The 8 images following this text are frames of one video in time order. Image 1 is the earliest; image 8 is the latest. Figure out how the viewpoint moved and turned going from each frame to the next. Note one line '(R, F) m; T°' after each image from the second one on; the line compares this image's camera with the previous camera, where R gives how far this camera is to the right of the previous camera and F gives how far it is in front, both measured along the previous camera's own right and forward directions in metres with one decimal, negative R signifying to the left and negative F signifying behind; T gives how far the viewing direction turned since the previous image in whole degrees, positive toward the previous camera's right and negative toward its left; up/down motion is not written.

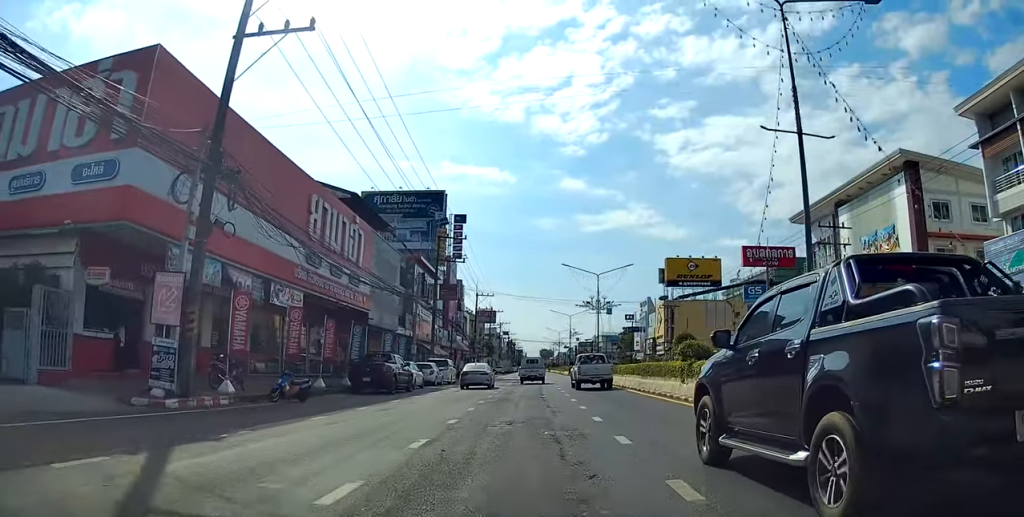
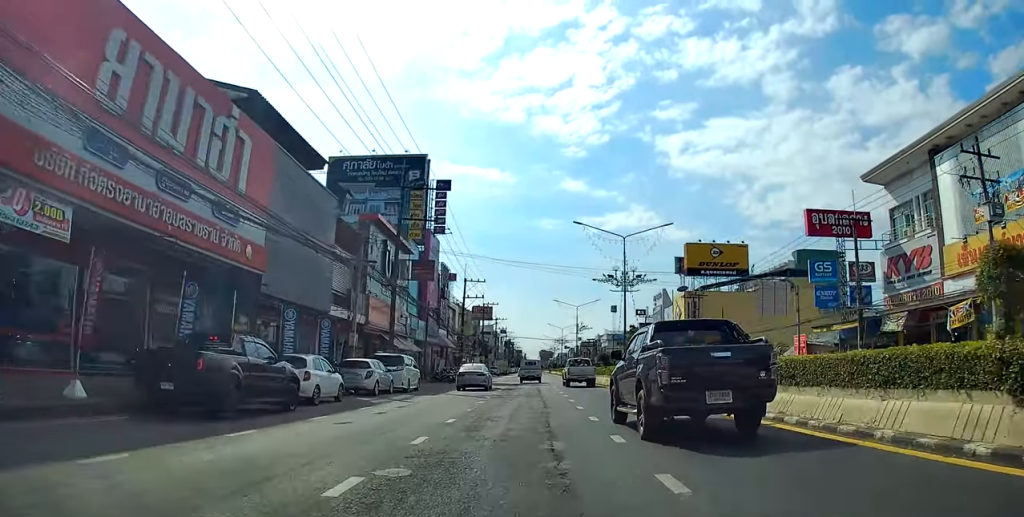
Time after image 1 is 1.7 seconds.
(-0.7, +16.5) m; -2°
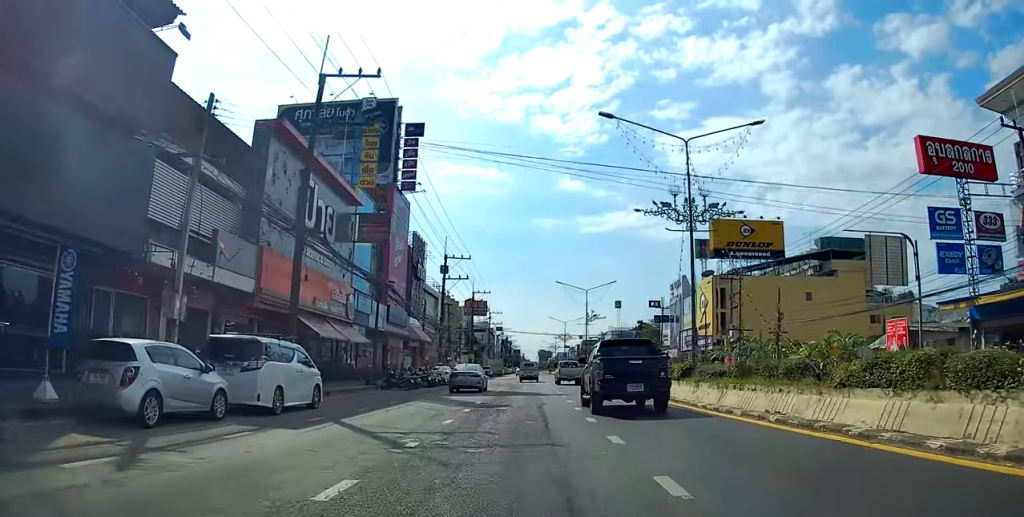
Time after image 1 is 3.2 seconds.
(-0.3, +15.9) m; 0°
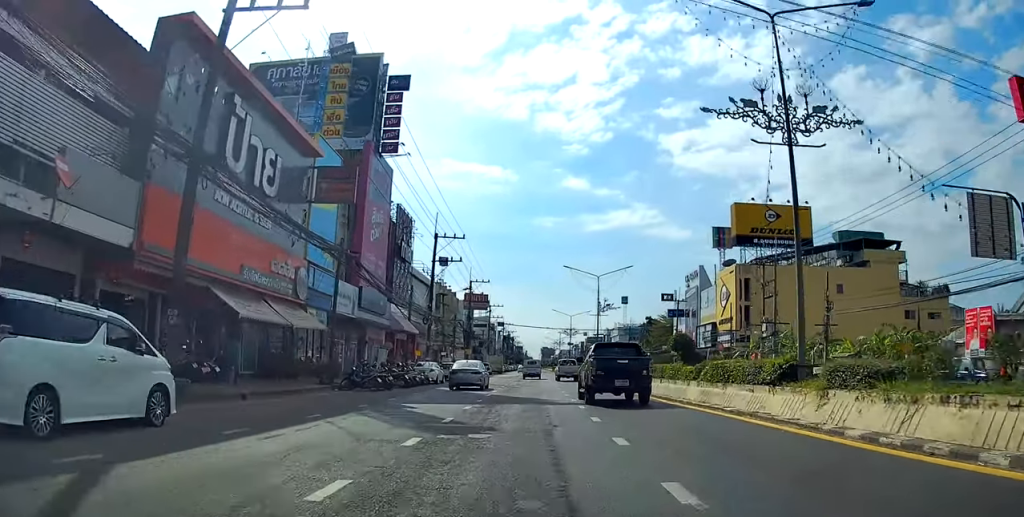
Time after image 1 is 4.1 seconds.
(+0.6, +8.4) m; 0°
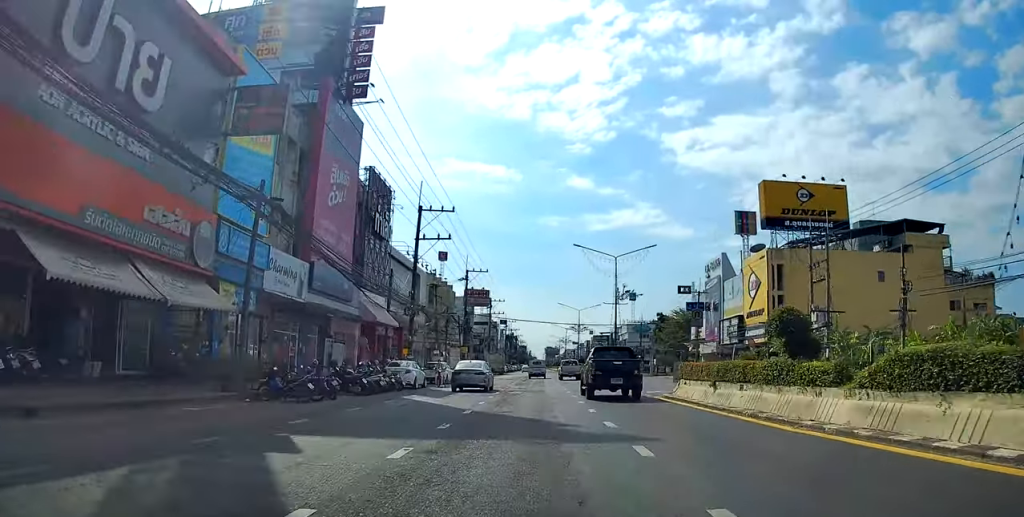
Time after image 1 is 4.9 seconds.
(-0.3, +9.1) m; 0°
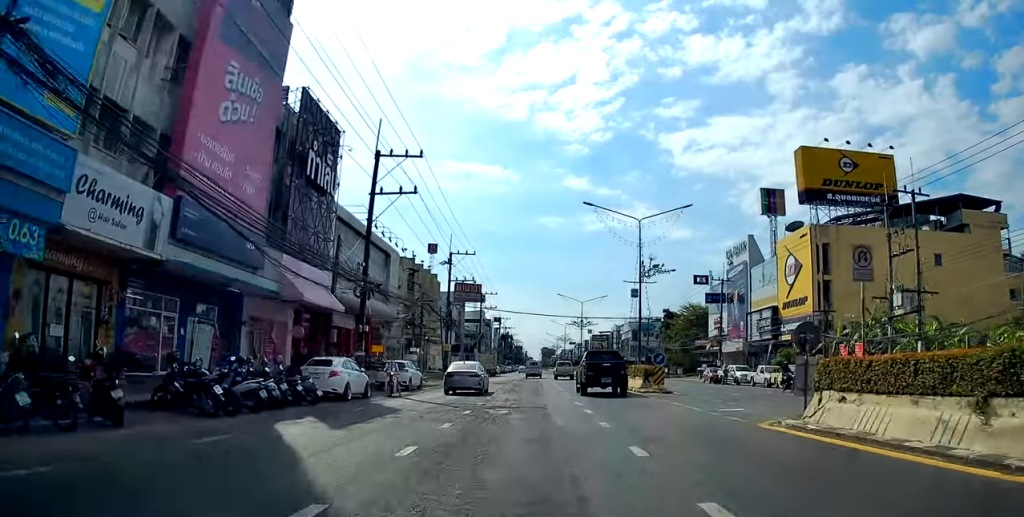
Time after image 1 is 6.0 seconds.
(+0.3, +10.8) m; +3°
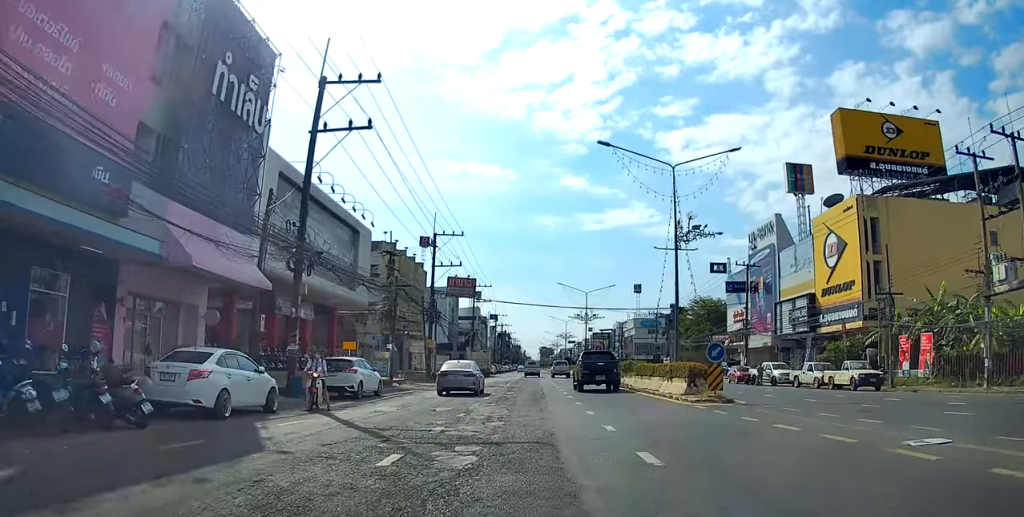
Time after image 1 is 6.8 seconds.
(+0.1, +8.6) m; 0°
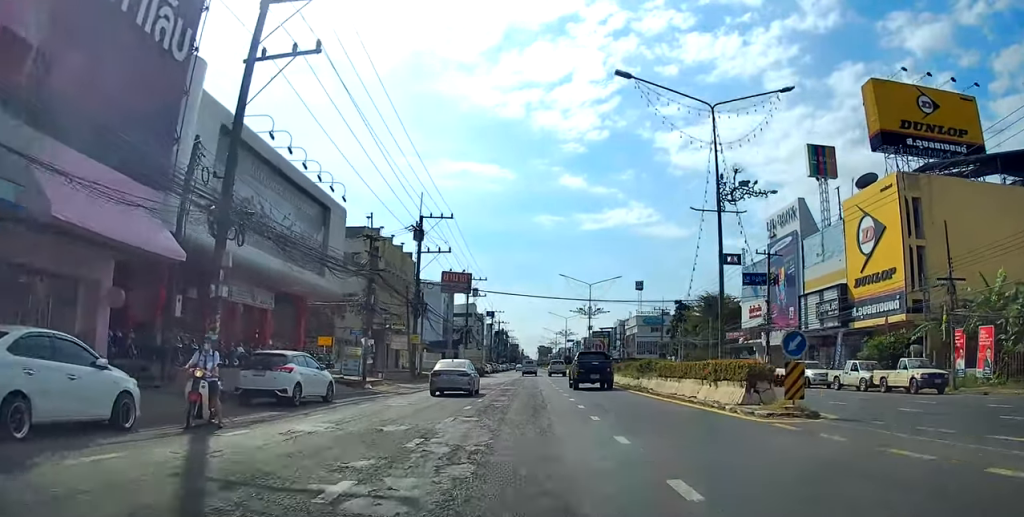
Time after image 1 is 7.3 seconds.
(0.0, +6.1) m; -1°
